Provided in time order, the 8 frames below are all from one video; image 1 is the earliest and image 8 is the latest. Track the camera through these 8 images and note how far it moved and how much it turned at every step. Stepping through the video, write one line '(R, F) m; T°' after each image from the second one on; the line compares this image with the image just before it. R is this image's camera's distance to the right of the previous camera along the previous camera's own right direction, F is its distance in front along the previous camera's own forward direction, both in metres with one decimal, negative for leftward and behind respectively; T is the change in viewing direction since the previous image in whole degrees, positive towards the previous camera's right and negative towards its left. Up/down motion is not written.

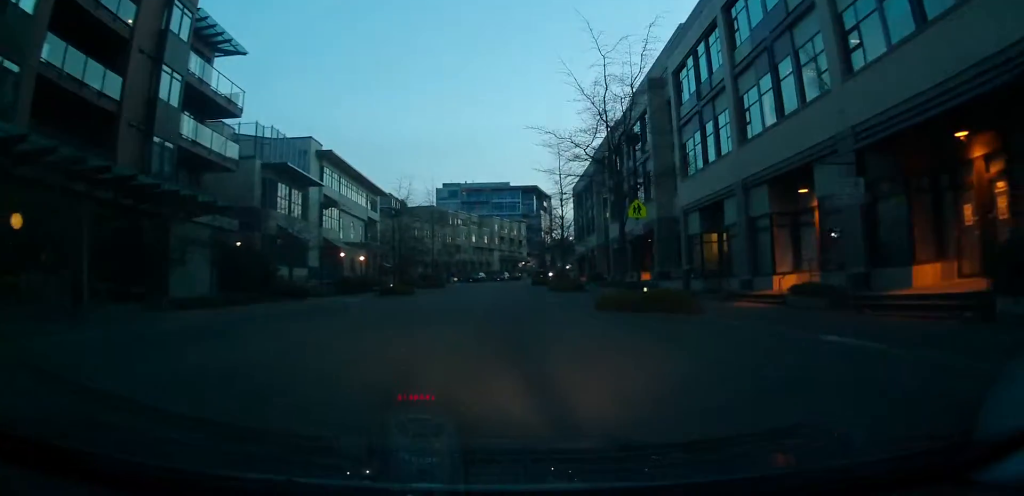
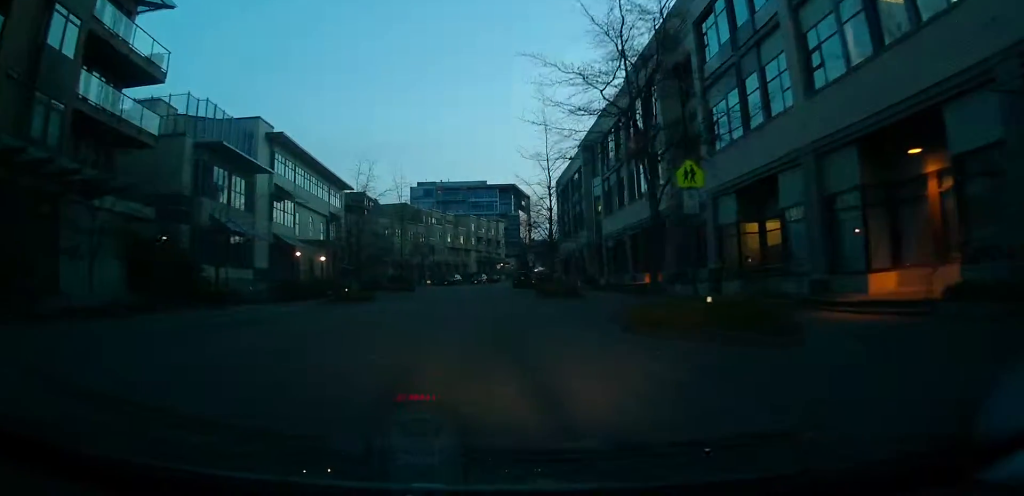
(-0.1, +6.7) m; +3°
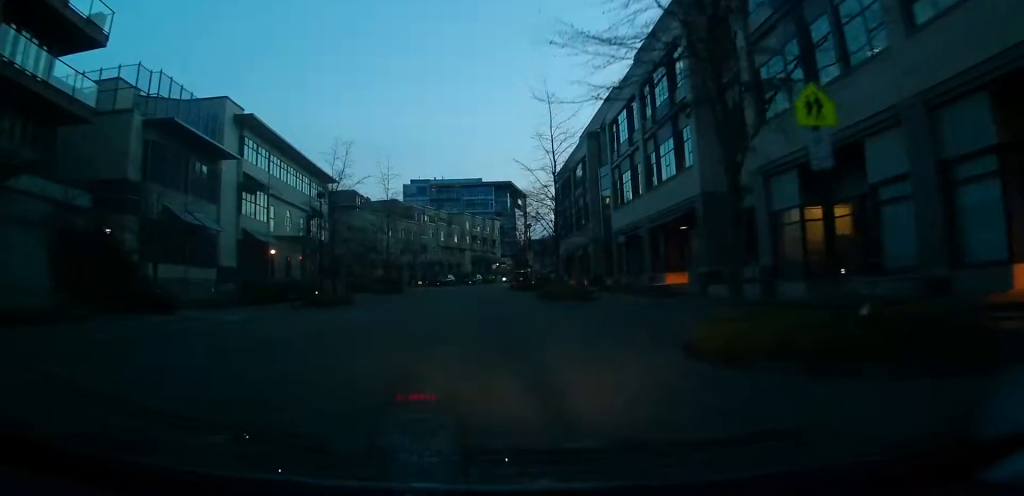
(+0.4, +4.7) m; +2°
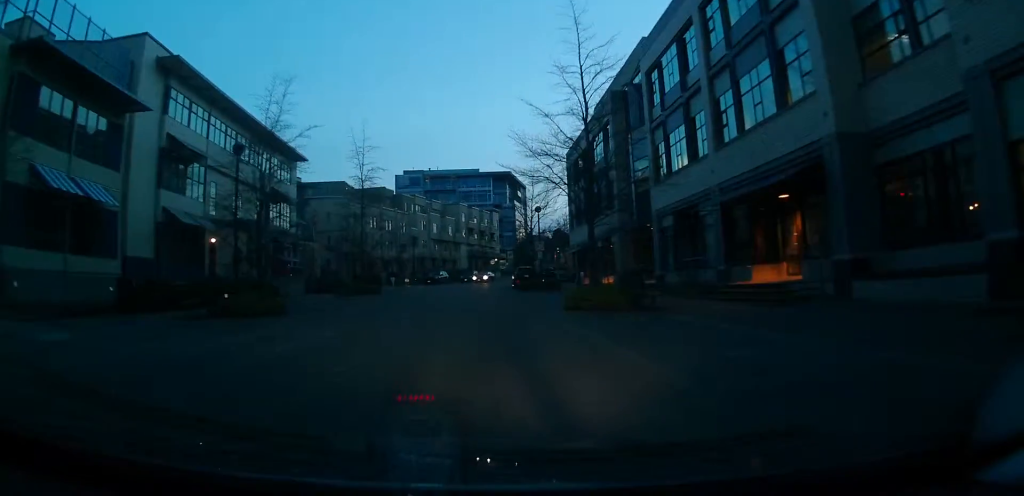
(-0.1, +9.6) m; -2°
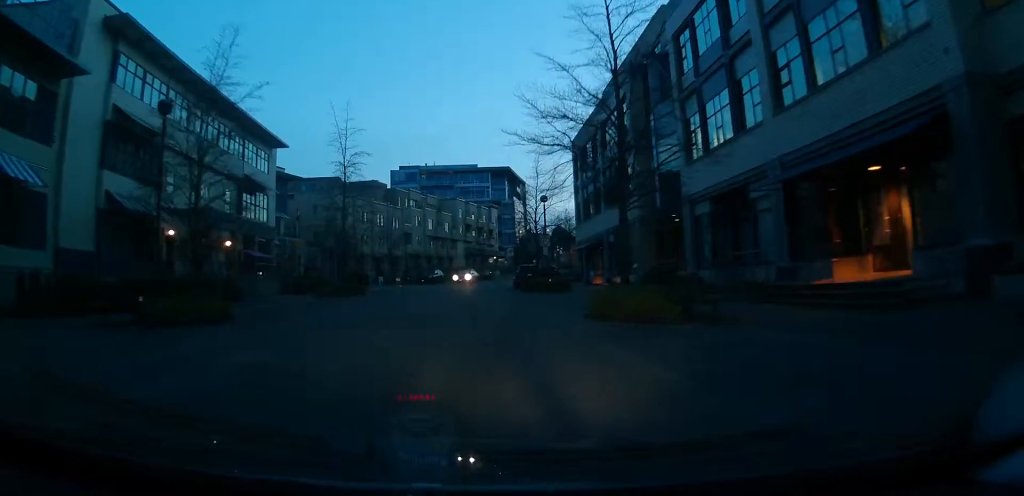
(0.0, +5.0) m; -1°
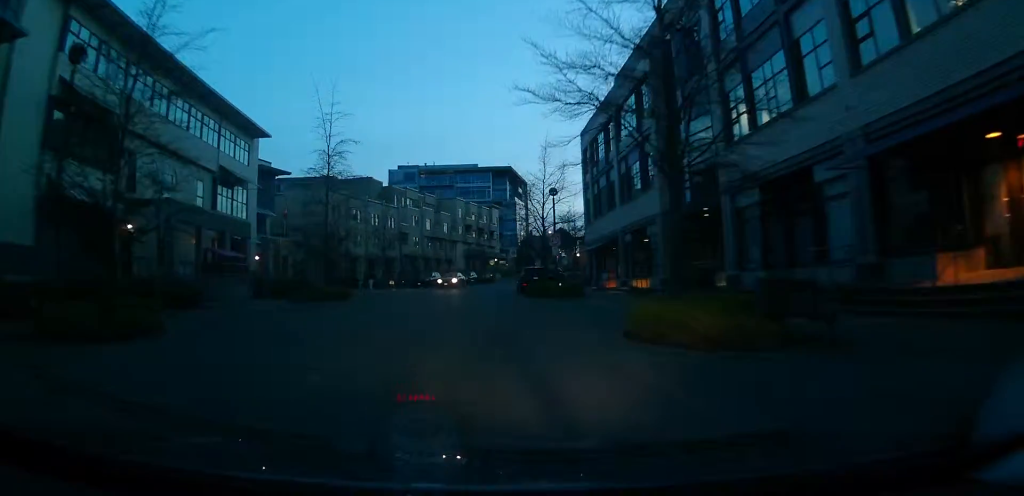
(0.0, +4.2) m; 0°
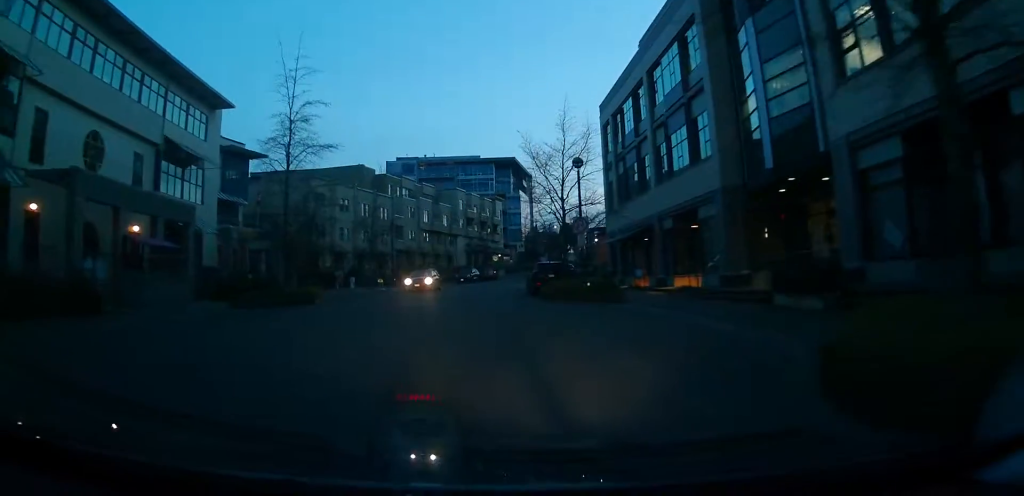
(-0.1, +7.7) m; 0°
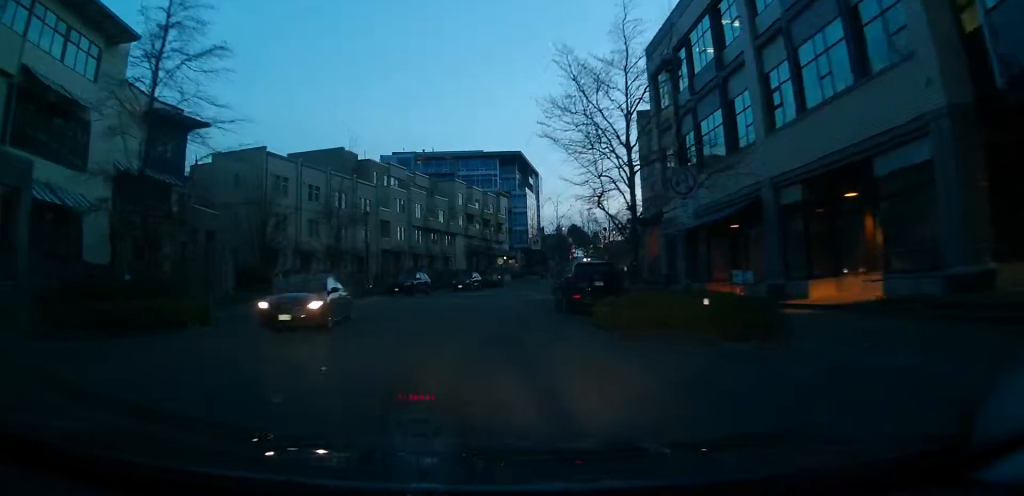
(+0.6, +12.5) m; +2°
